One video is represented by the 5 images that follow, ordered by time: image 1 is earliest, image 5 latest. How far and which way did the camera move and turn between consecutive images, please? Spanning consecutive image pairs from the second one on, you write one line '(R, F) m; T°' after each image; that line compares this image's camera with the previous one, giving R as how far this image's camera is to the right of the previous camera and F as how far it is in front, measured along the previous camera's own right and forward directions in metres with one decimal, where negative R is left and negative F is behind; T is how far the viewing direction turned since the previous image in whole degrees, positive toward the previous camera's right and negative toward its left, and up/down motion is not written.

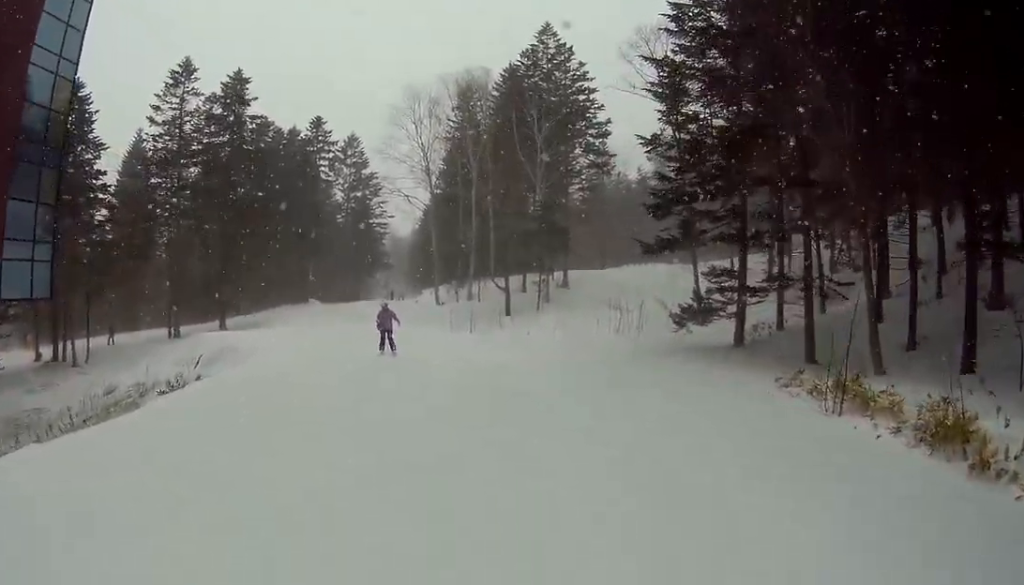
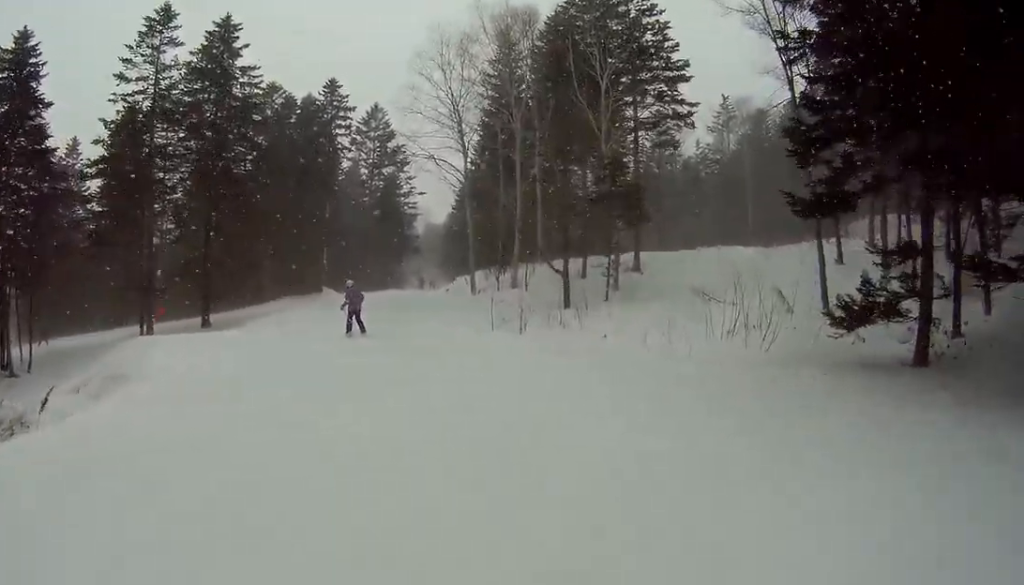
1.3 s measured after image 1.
(-2.4, +8.1) m; +1°
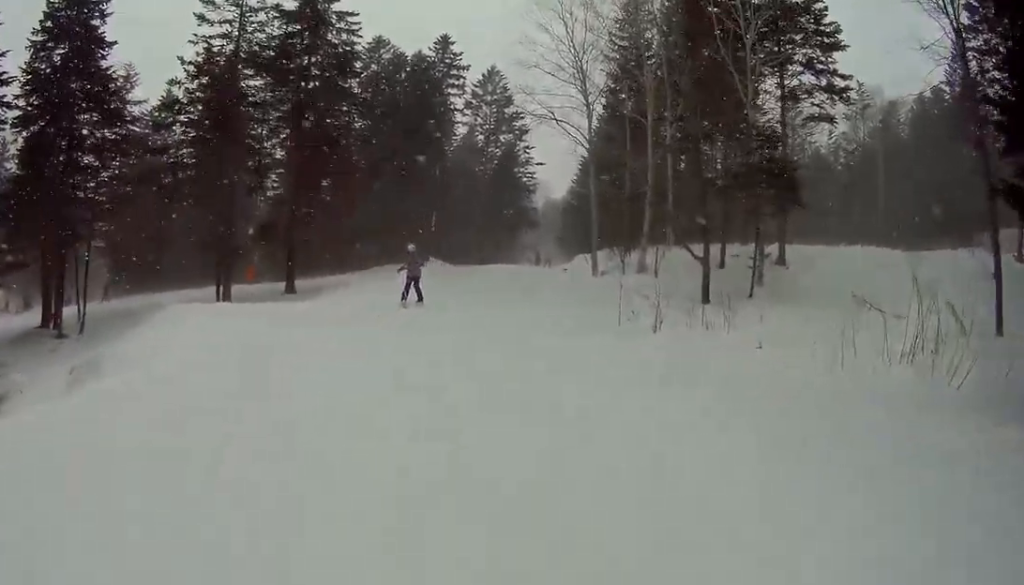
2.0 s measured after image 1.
(+1.7, +3.7) m; +9°
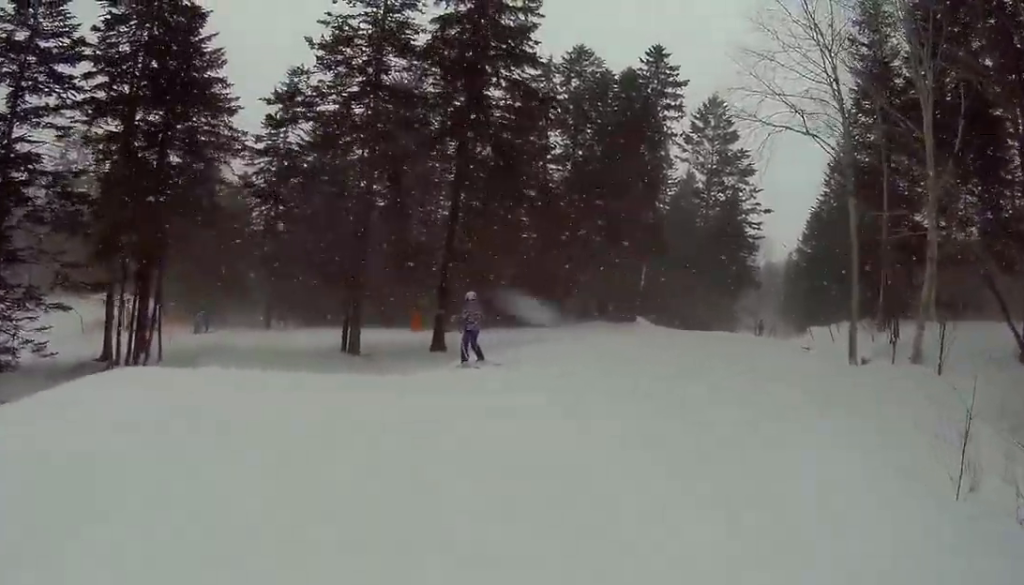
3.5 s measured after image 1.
(-2.2, +7.2) m; -19°
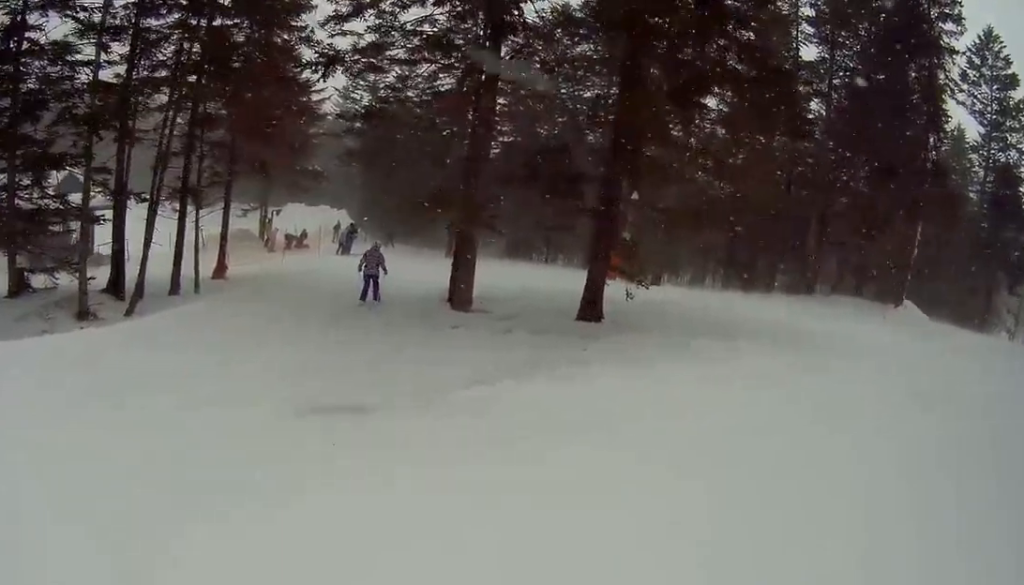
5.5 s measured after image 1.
(+0.6, +6.7) m; -6°
